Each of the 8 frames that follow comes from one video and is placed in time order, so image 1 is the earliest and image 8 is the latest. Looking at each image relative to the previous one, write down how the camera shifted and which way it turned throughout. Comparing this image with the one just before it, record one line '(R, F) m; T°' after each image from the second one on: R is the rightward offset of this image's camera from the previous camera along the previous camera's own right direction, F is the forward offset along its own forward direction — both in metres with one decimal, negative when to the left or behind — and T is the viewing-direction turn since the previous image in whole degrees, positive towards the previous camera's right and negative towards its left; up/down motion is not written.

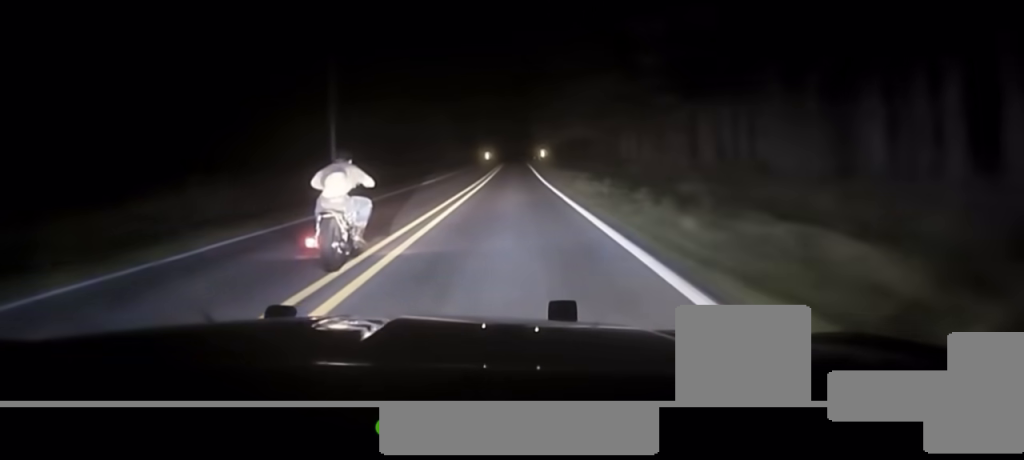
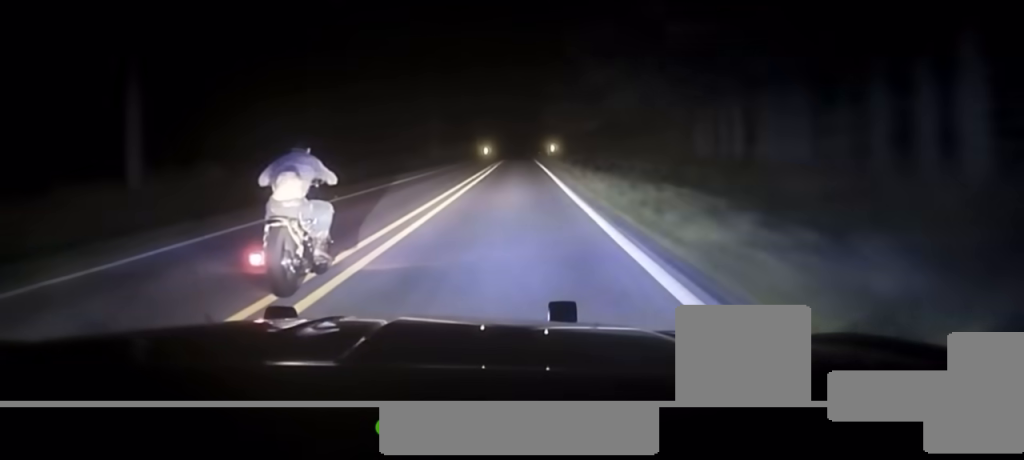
(-0.1, +33.2) m; 0°
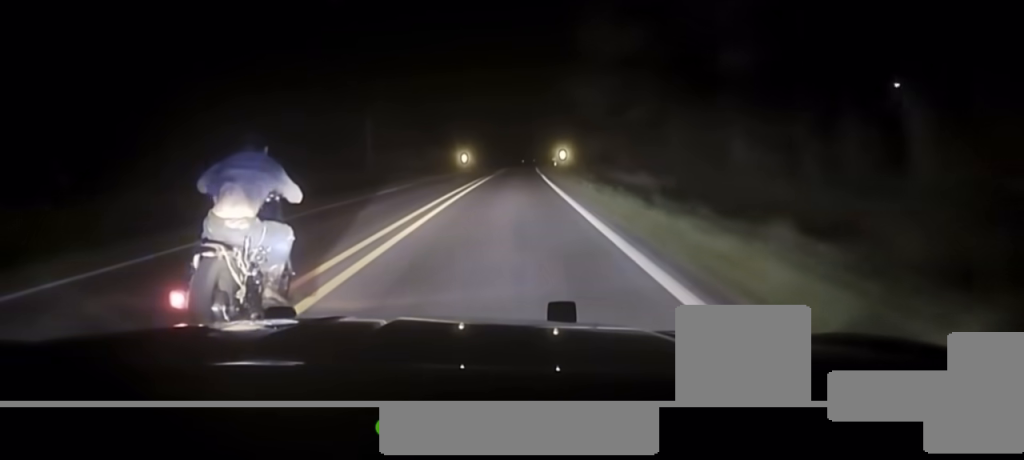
(+0.1, +66.3) m; 0°
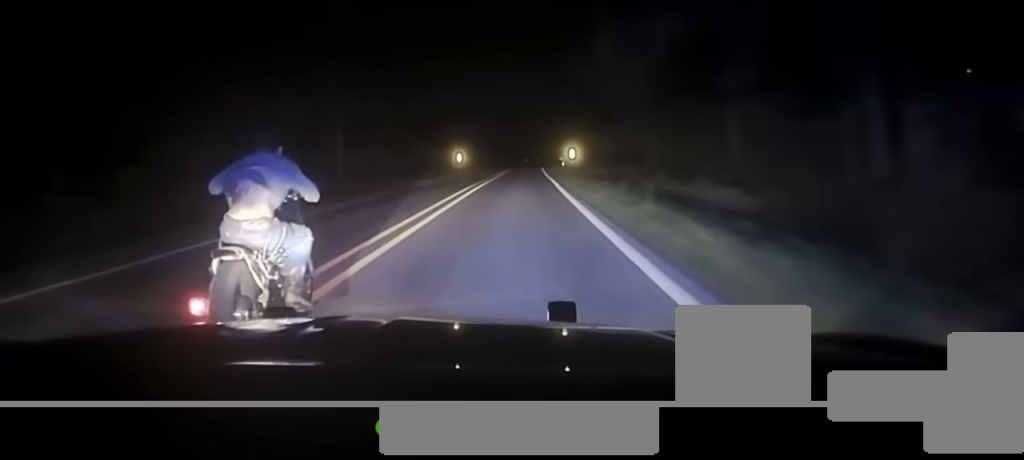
(+0.1, +17.6) m; 0°
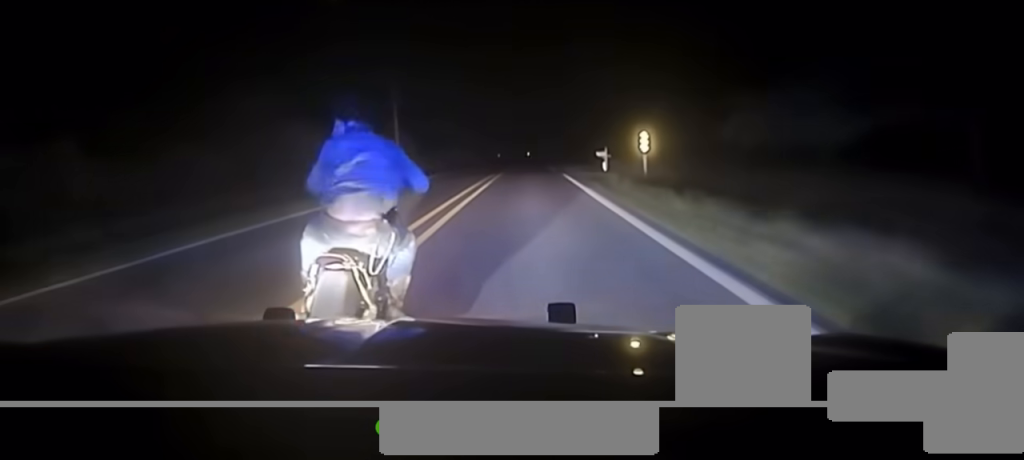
(+0.2, +66.6) m; 0°
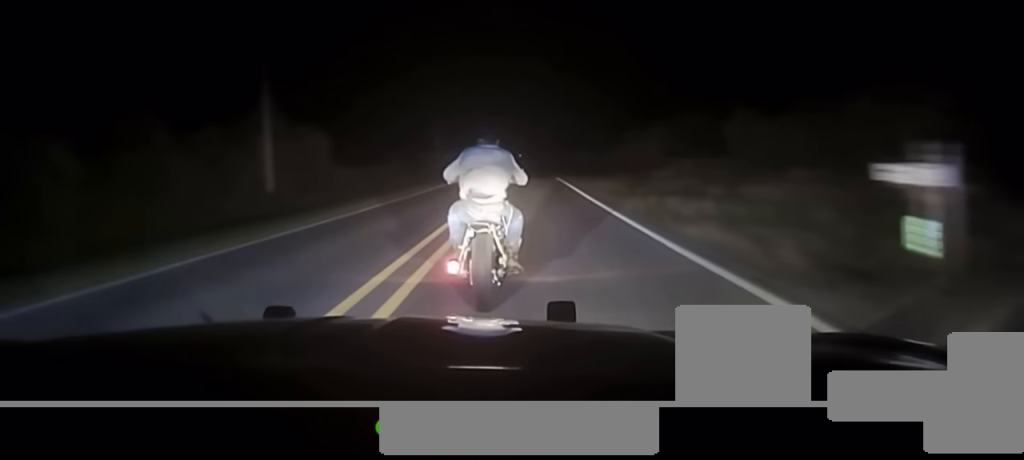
(+0.1, +41.5) m; +1°
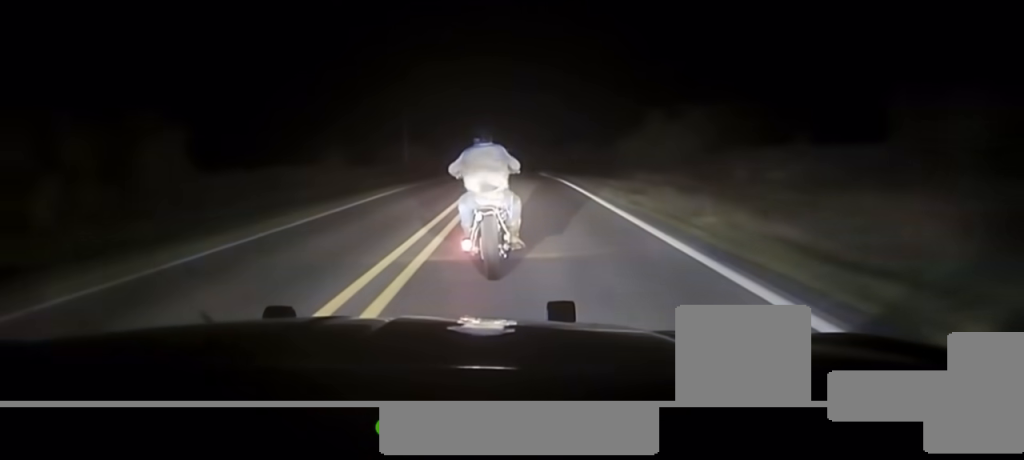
(+0.2, +21.8) m; 0°
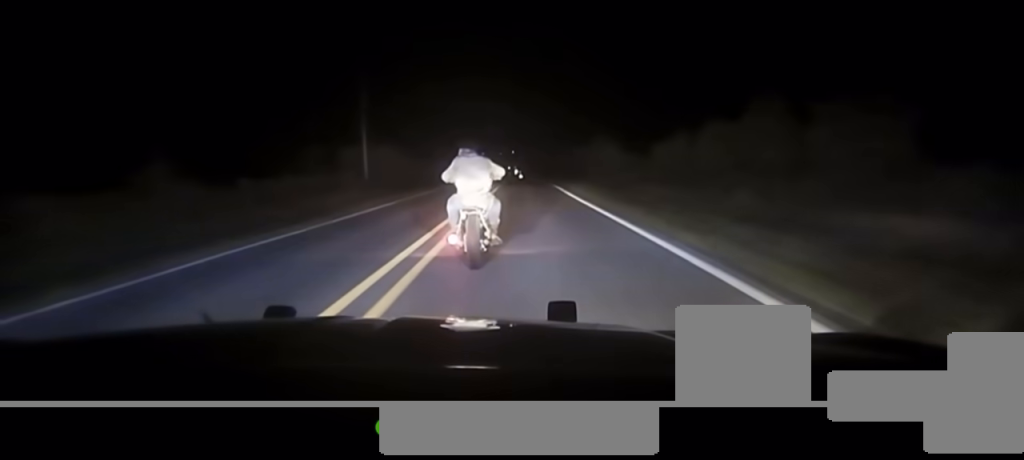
(0.0, +30.4) m; 0°
